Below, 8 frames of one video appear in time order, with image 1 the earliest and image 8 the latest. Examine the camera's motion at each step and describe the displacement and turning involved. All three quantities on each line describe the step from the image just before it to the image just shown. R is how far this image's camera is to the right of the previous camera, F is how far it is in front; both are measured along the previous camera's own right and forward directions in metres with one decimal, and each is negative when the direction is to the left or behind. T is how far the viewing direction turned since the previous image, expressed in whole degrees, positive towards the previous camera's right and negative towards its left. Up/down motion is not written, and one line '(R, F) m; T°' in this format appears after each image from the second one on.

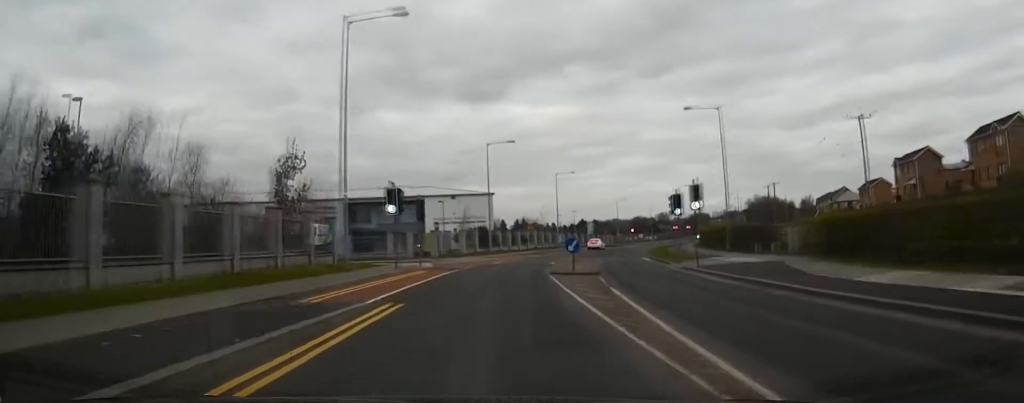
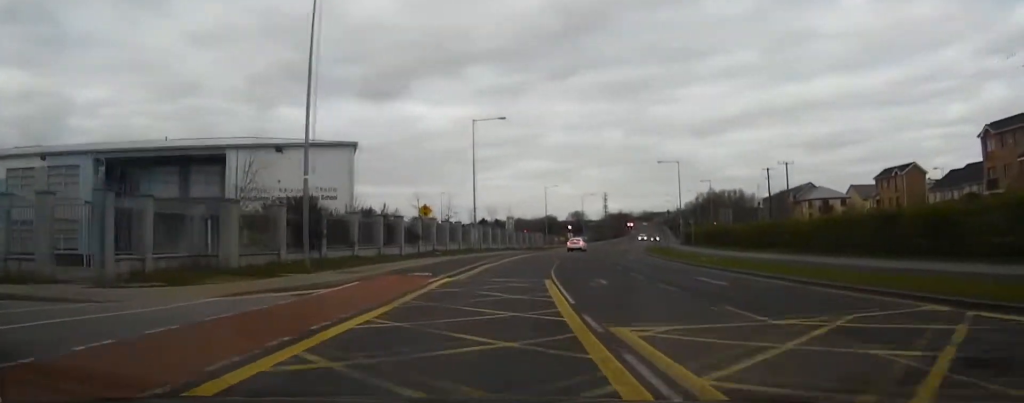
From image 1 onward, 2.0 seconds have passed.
(+3.1, +37.7) m; +10°
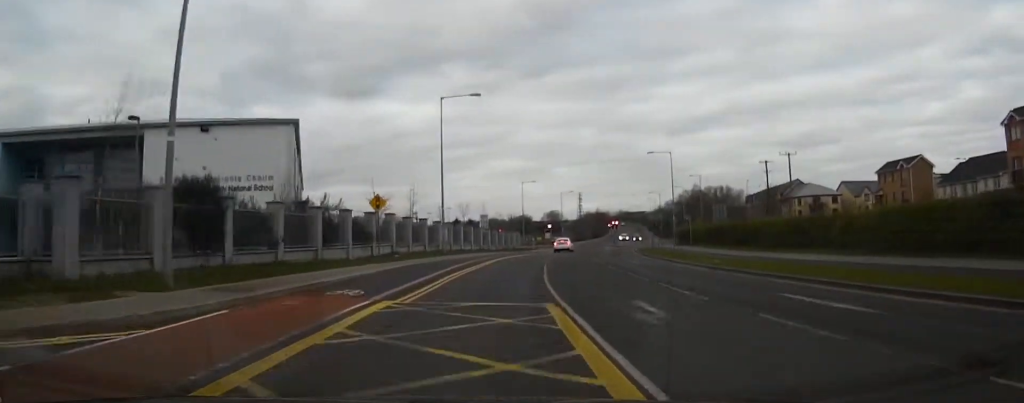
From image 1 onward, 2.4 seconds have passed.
(+0.2, +7.9) m; +2°
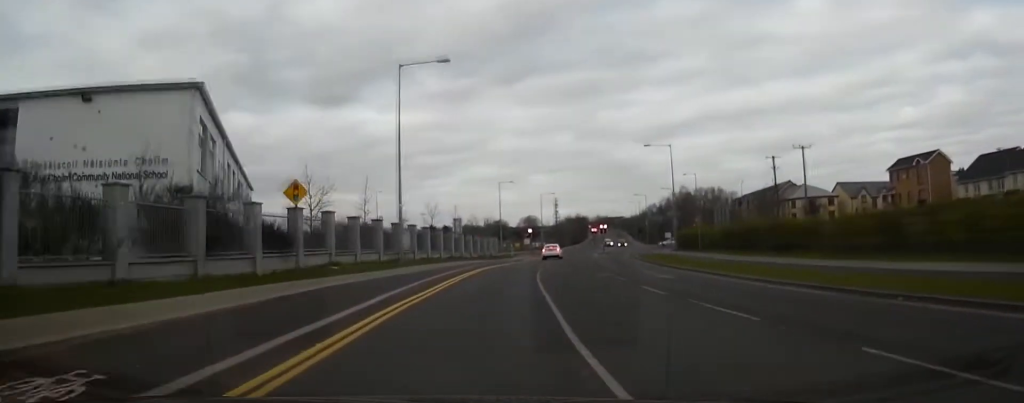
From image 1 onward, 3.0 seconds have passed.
(+0.1, +9.5) m; +2°
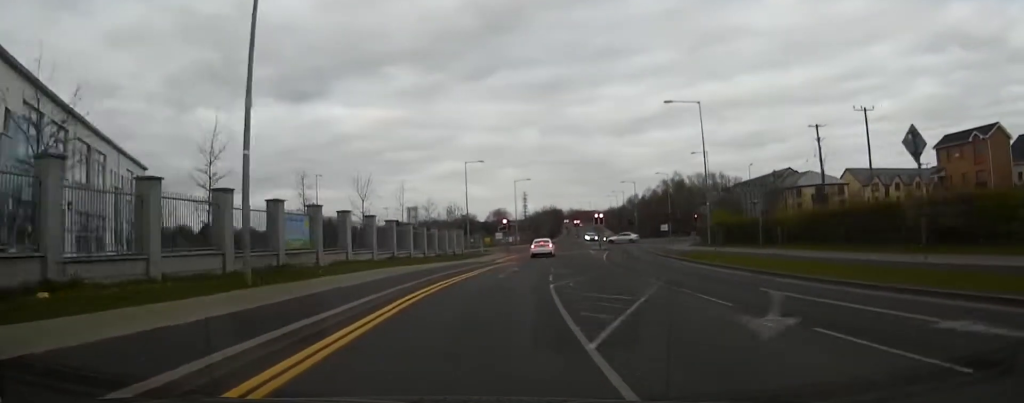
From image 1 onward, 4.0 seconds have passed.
(+0.7, +16.9) m; +4°
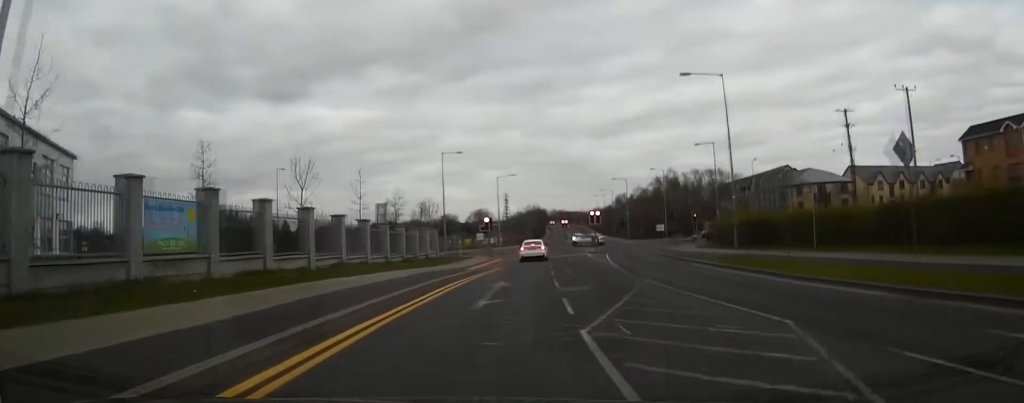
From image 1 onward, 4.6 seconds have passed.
(+0.1, +7.7) m; +1°
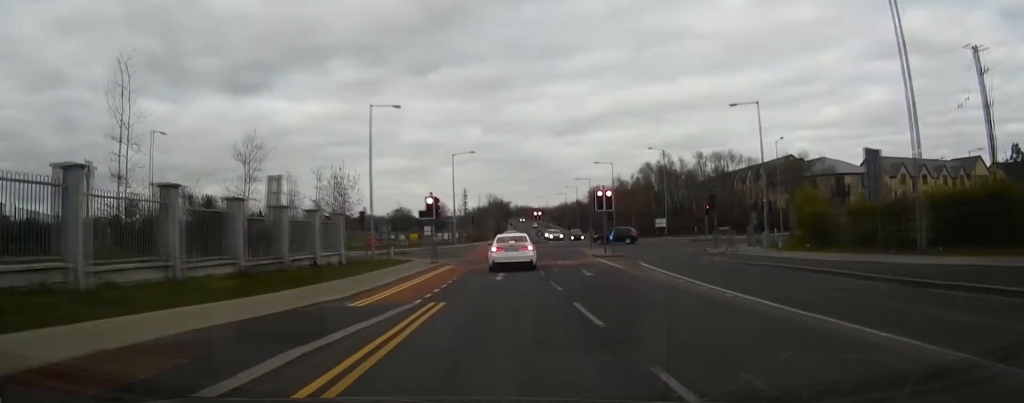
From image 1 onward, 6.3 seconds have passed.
(+0.8, +19.7) m; +6°
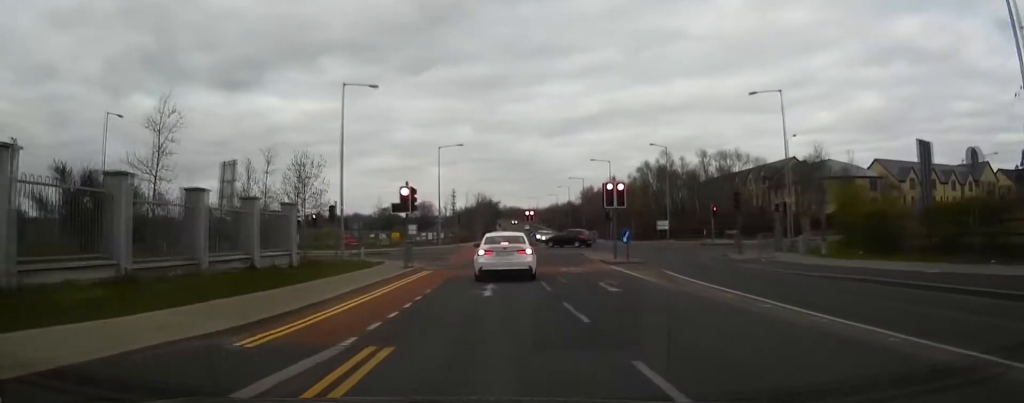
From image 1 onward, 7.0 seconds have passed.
(+0.2, +5.5) m; +2°
